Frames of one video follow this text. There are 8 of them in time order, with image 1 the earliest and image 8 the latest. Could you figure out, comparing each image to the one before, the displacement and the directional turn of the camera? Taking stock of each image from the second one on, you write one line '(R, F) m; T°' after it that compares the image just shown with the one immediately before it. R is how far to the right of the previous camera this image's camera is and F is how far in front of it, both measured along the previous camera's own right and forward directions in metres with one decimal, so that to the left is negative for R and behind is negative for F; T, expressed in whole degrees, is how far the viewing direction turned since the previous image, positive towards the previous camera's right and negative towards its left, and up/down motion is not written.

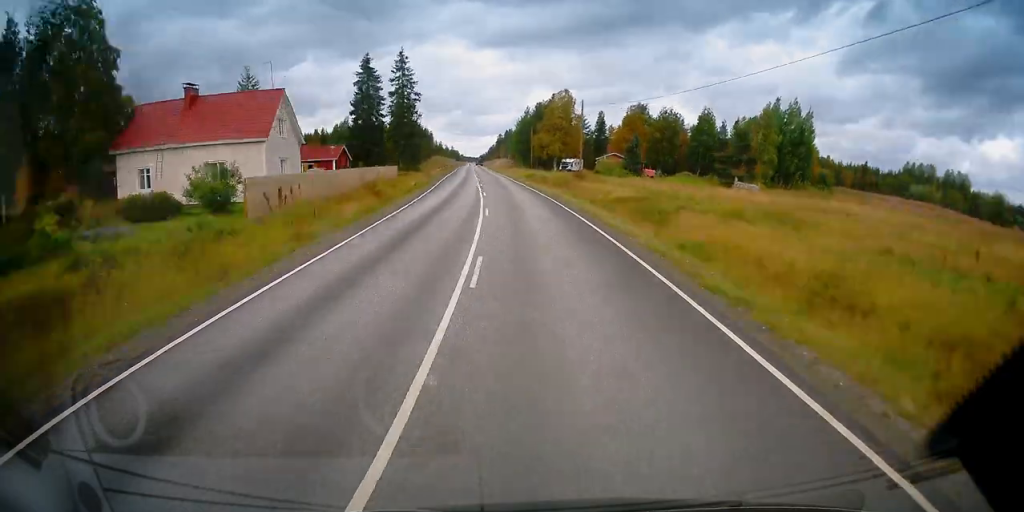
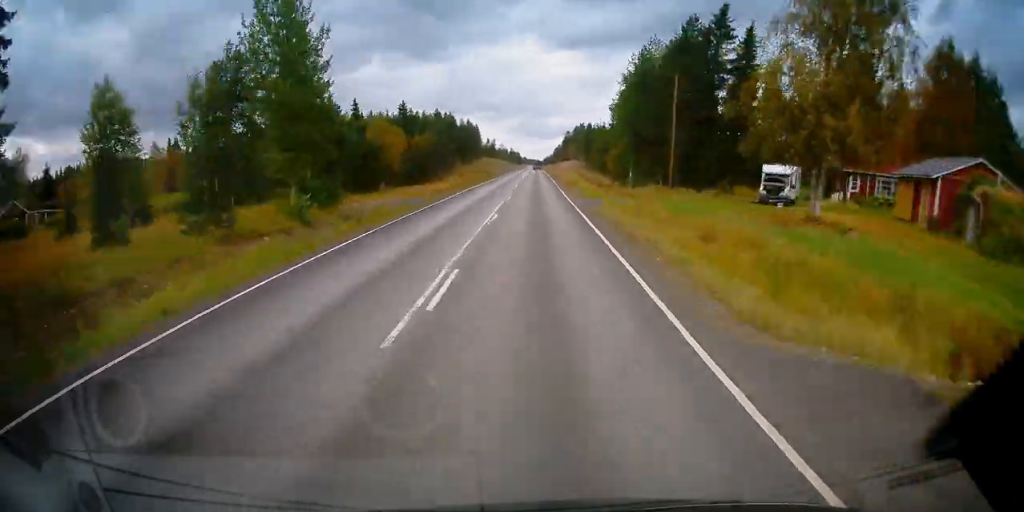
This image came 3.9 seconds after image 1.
(-4.3, +73.9) m; -4°
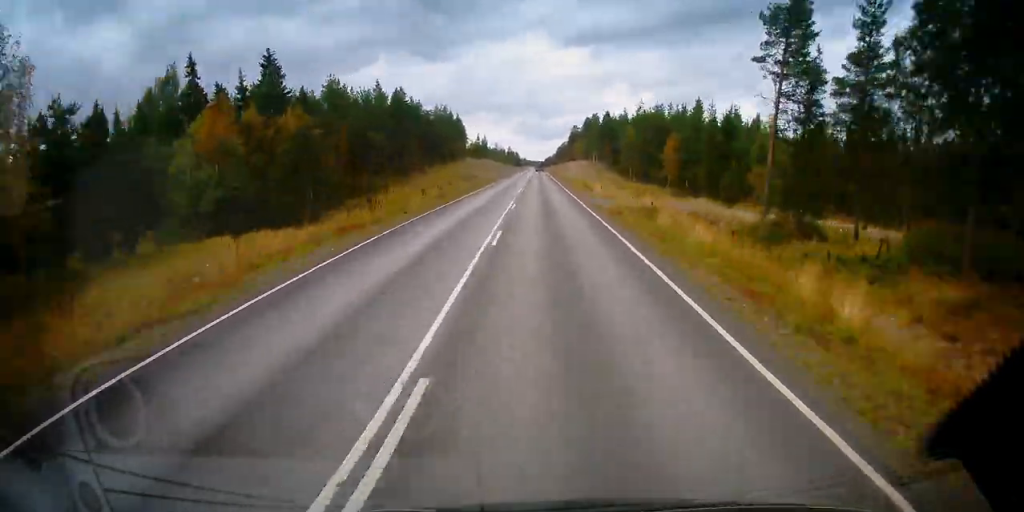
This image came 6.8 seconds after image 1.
(-0.7, +56.2) m; -1°
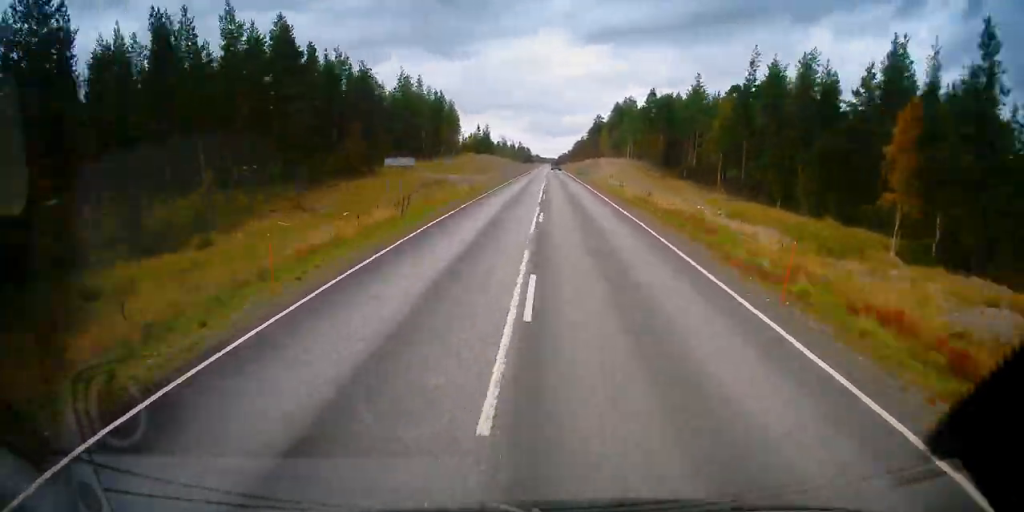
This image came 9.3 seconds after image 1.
(-0.3, +51.4) m; 0°
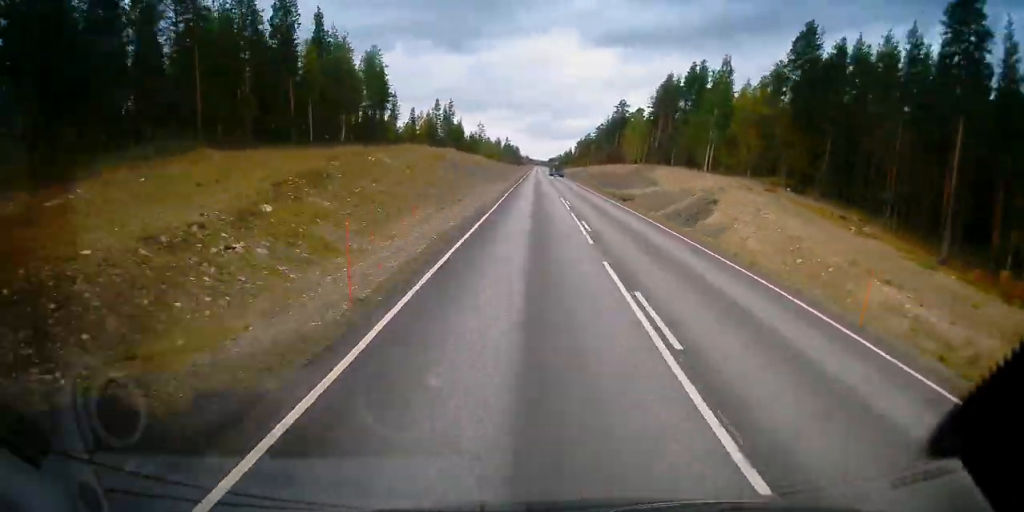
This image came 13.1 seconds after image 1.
(-0.3, +78.3) m; 0°
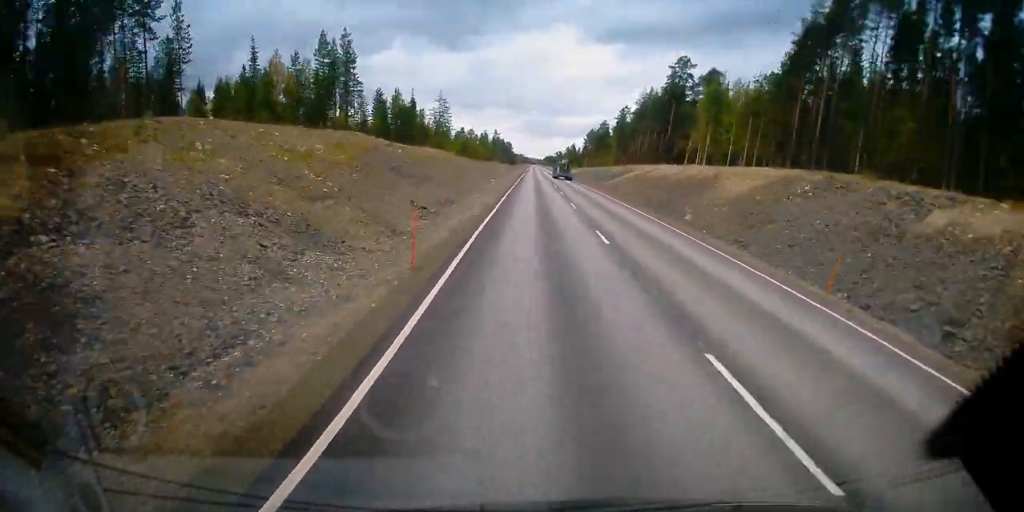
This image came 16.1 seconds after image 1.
(+0.8, +66.8) m; 0°
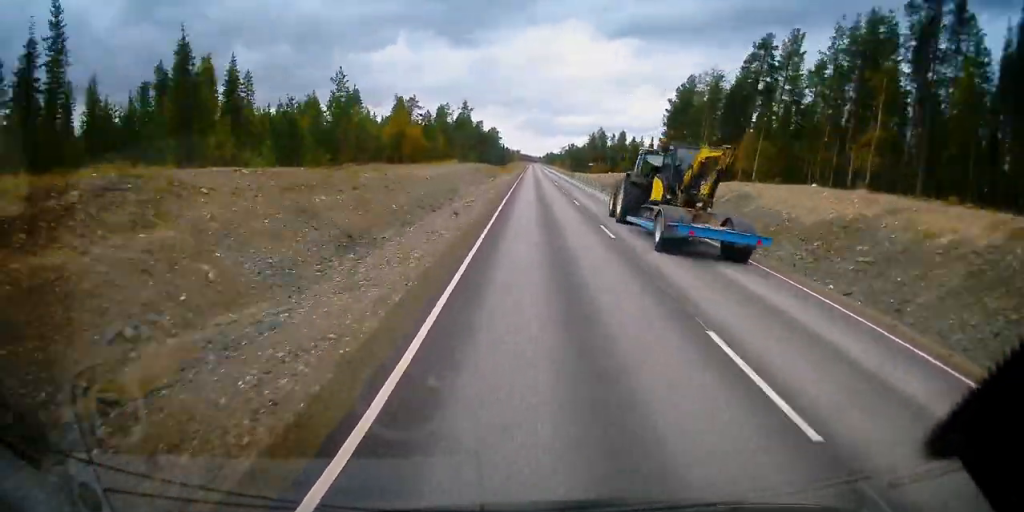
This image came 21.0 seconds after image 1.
(-0.2, +112.9) m; +1°
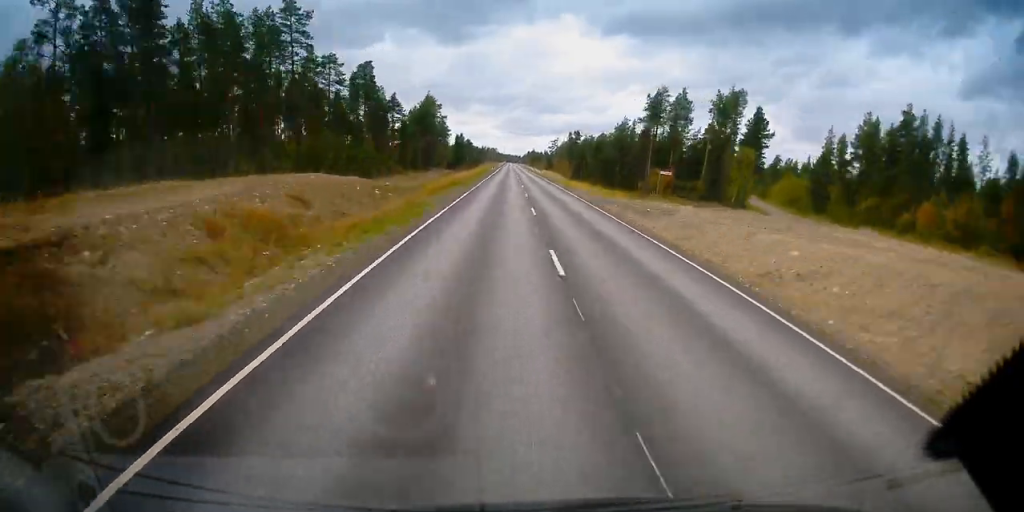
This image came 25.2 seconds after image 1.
(+1.3, +97.3) m; 0°
